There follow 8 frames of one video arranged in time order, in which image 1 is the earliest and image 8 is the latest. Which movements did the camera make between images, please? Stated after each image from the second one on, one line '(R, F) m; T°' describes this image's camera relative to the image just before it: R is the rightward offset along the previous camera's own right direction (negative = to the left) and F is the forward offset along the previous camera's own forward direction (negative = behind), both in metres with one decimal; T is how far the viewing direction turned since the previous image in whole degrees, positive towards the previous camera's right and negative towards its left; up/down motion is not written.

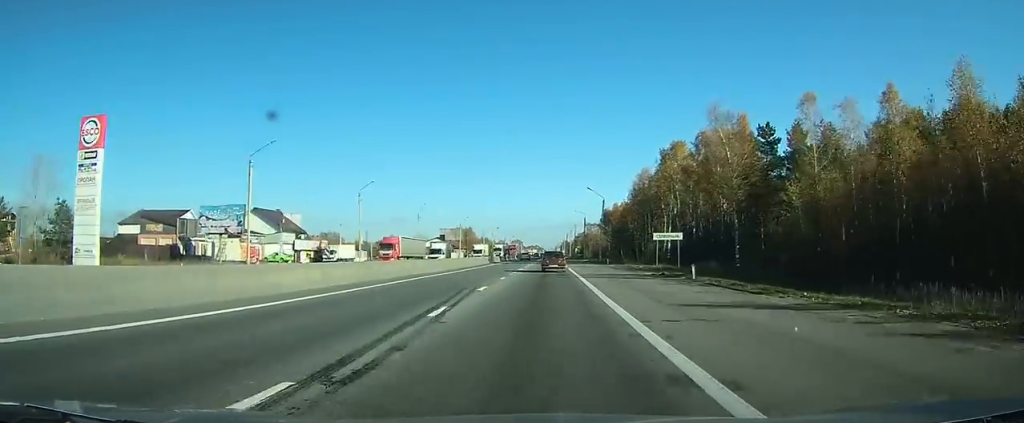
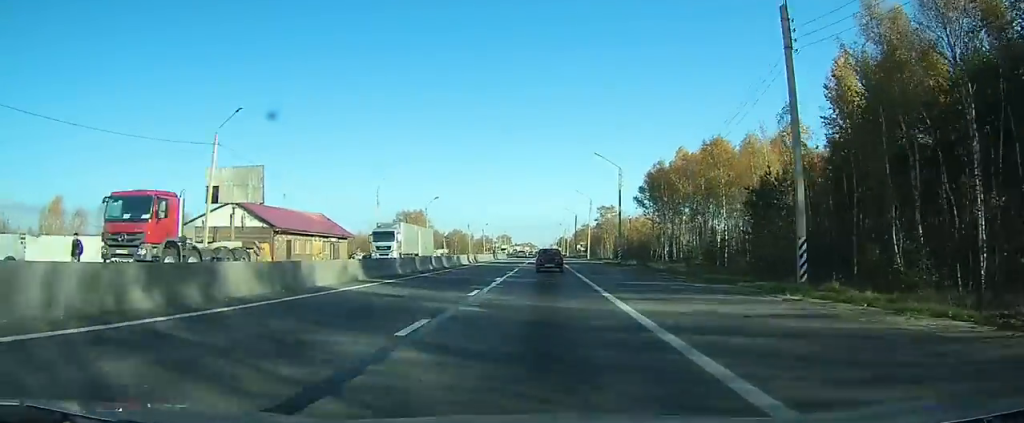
(+0.1, +104.3) m; 0°
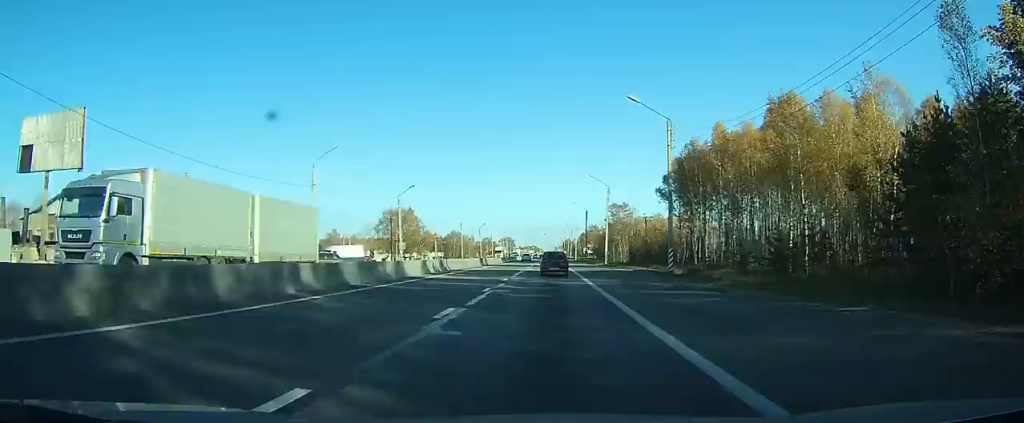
(0.0, +22.2) m; 0°
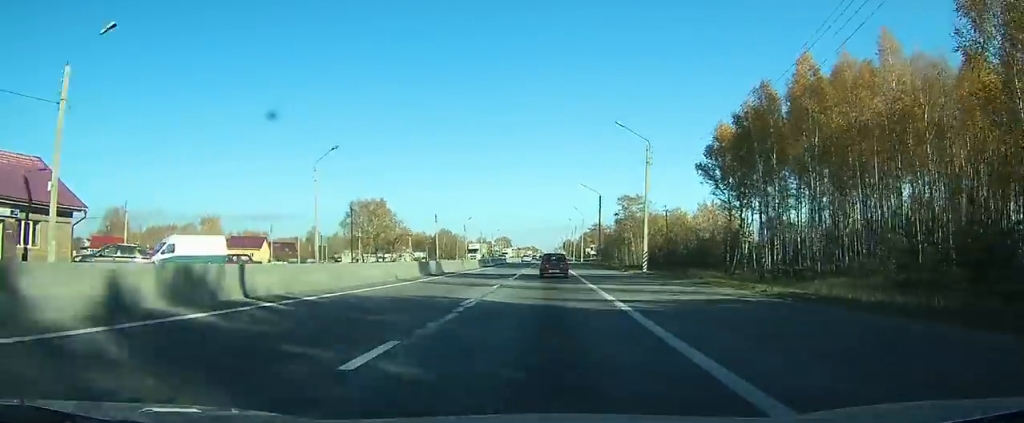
(0.0, +30.2) m; 0°
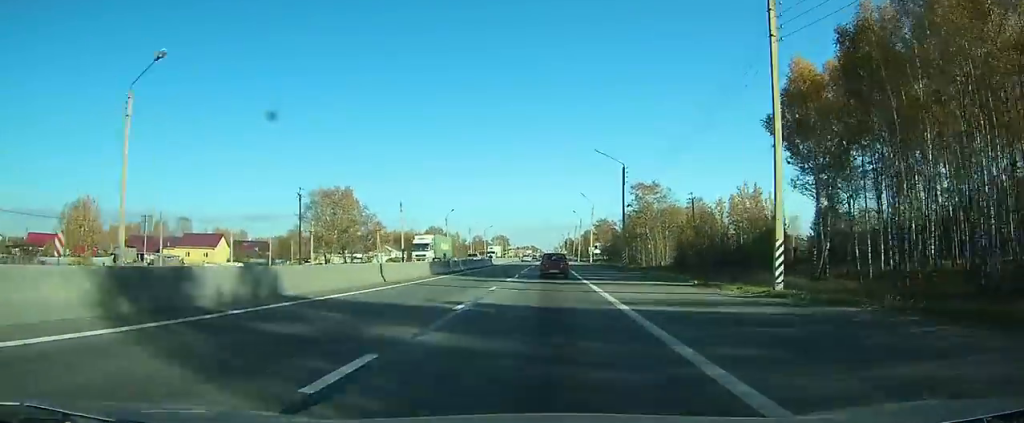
(+0.1, +25.1) m; 0°
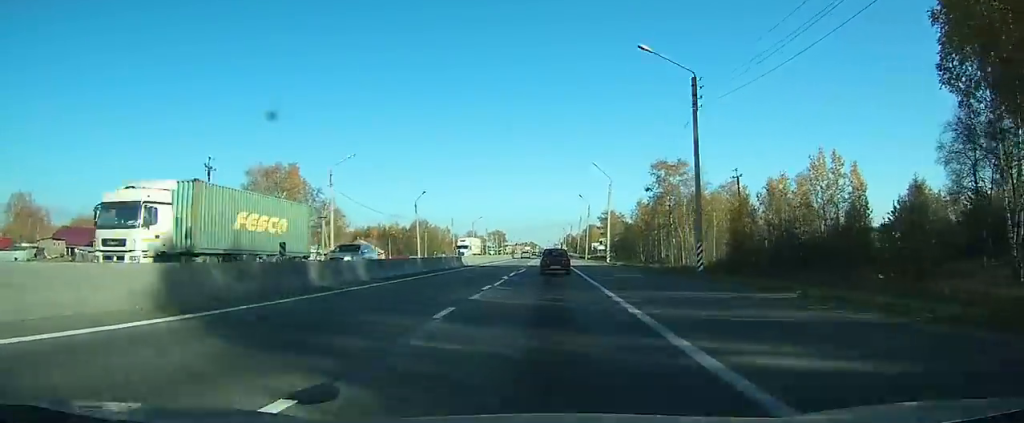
(0.0, +25.9) m; 0°
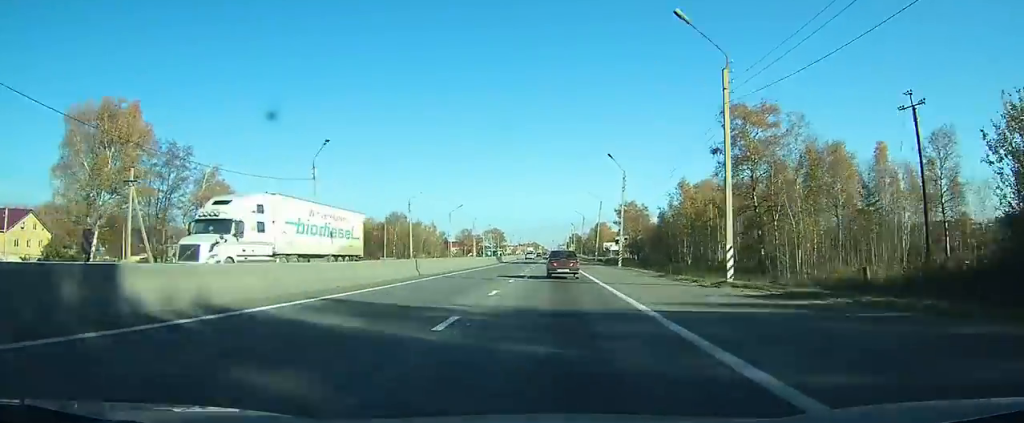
(-0.1, +38.9) m; 0°
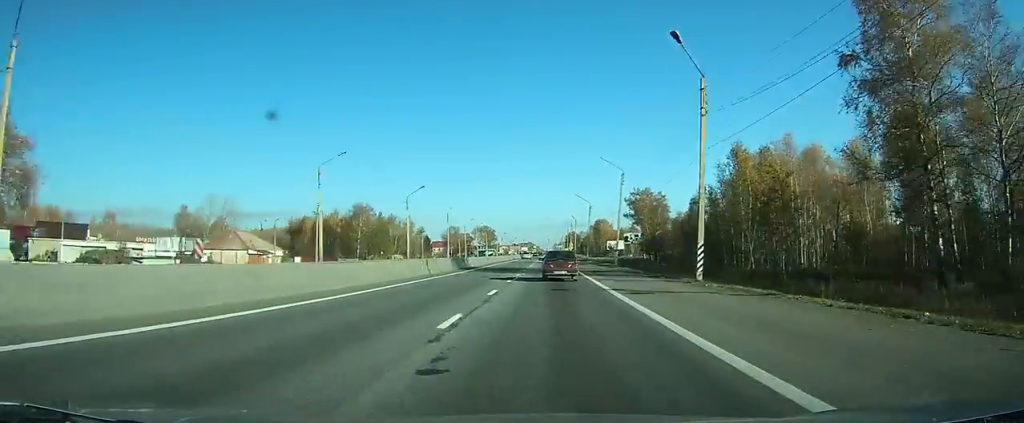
(+0.1, +29.9) m; 0°
